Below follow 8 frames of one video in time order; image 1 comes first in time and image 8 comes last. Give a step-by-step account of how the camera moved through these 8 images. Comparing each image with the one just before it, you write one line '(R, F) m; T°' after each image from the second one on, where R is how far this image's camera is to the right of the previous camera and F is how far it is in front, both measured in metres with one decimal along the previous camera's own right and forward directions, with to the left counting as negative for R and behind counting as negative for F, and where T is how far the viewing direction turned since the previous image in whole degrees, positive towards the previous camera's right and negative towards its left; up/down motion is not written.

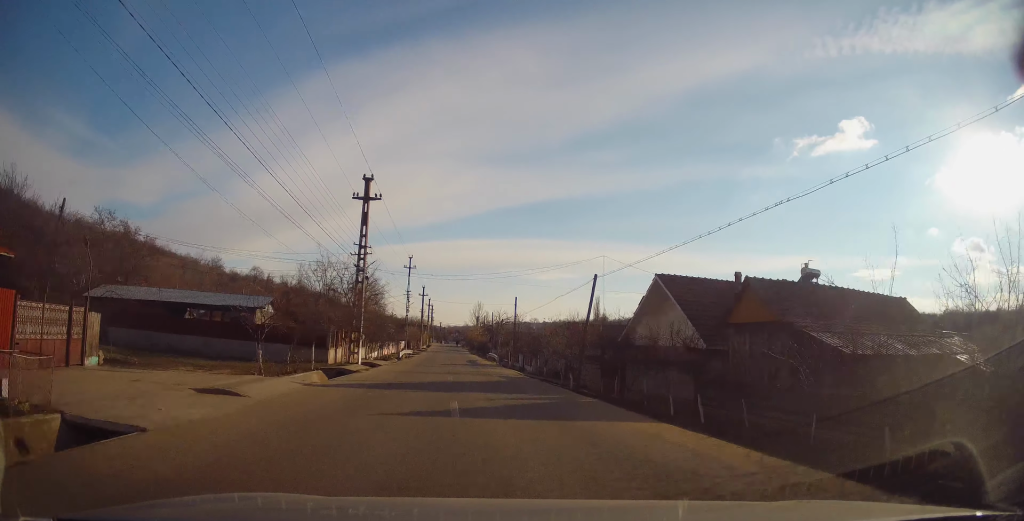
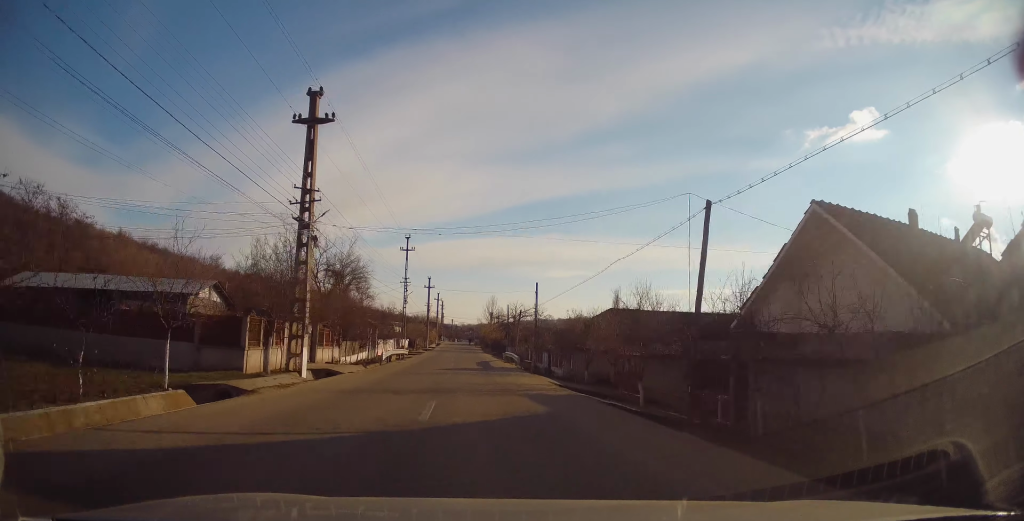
(+0.1, +11.1) m; -1°
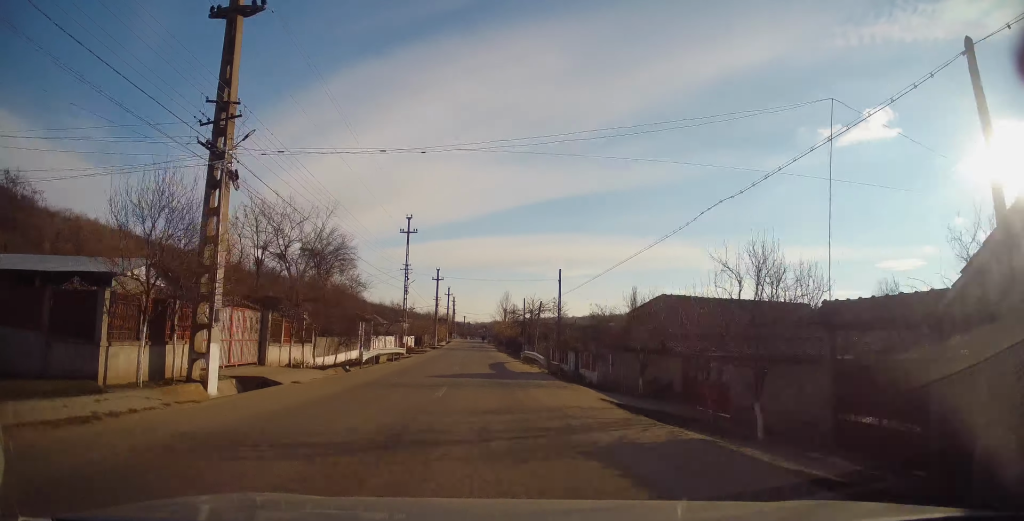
(-0.2, +7.9) m; -1°
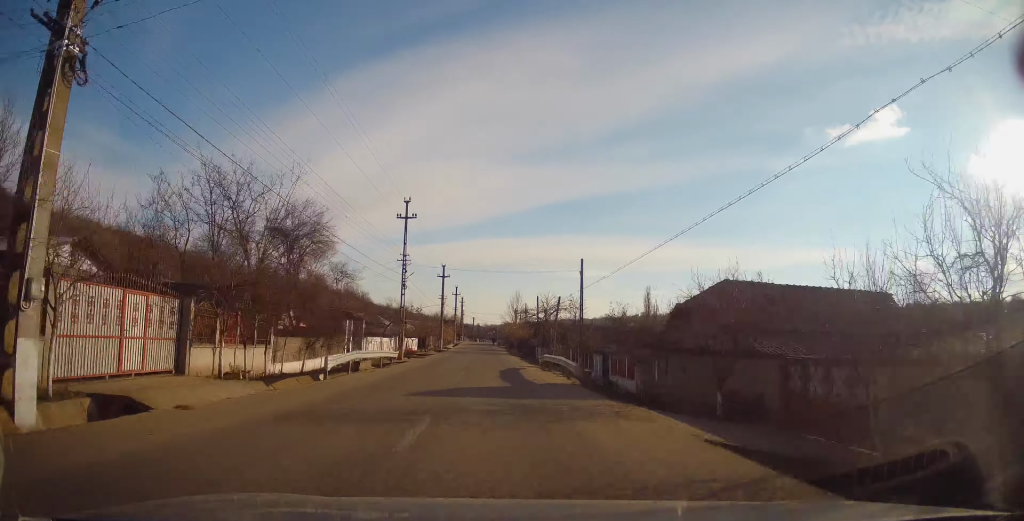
(-0.1, +6.2) m; -1°
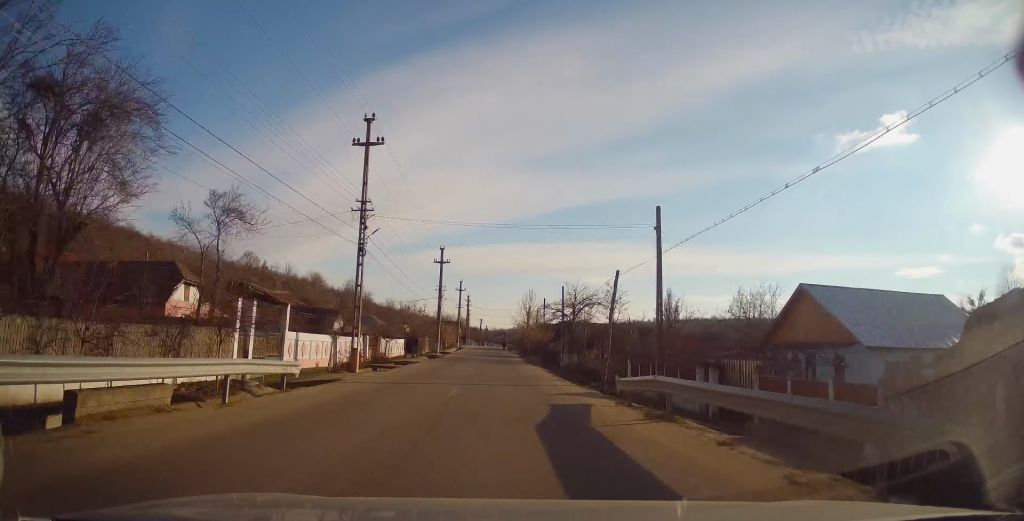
(-0.2, +16.1) m; -2°
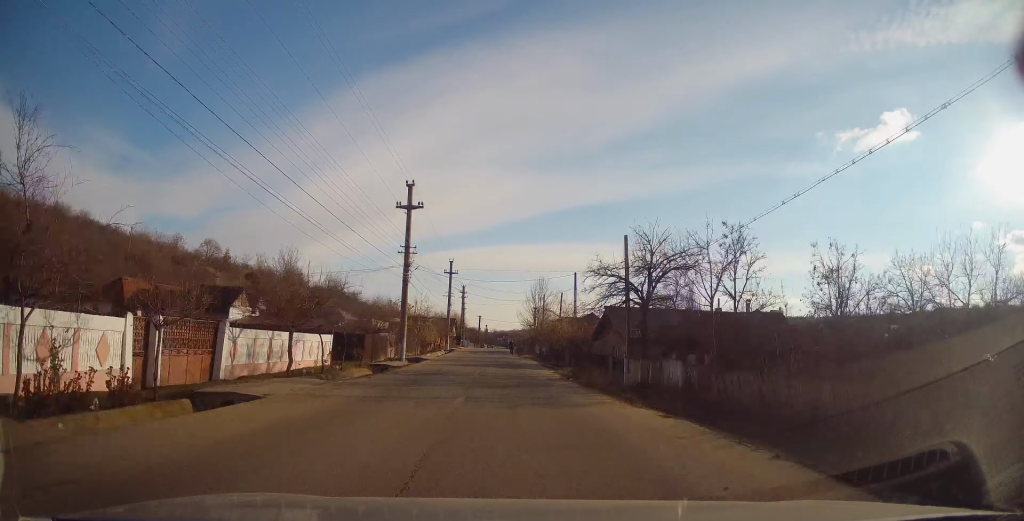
(+0.1, +25.6) m; +1°
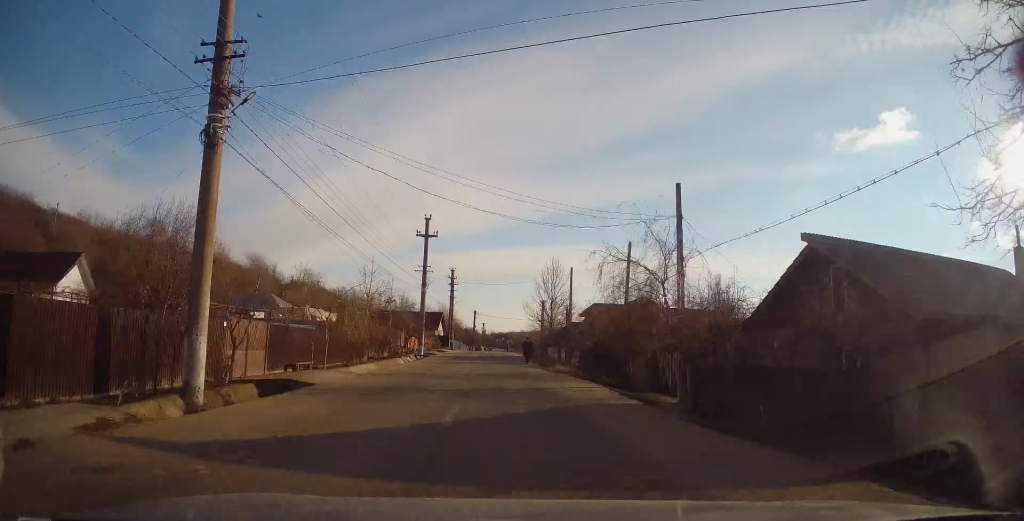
(+0.1, +26.1) m; 0°
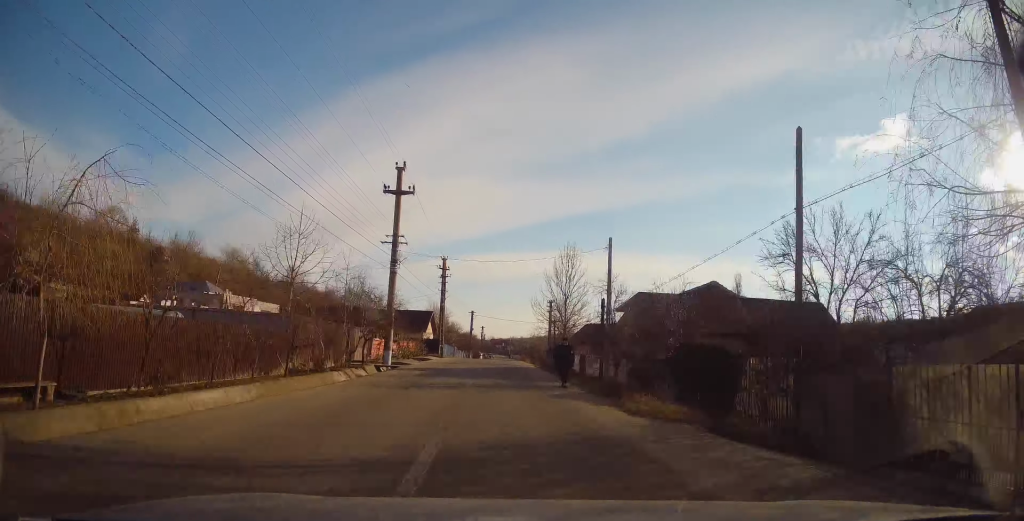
(-0.1, +14.3) m; 0°
